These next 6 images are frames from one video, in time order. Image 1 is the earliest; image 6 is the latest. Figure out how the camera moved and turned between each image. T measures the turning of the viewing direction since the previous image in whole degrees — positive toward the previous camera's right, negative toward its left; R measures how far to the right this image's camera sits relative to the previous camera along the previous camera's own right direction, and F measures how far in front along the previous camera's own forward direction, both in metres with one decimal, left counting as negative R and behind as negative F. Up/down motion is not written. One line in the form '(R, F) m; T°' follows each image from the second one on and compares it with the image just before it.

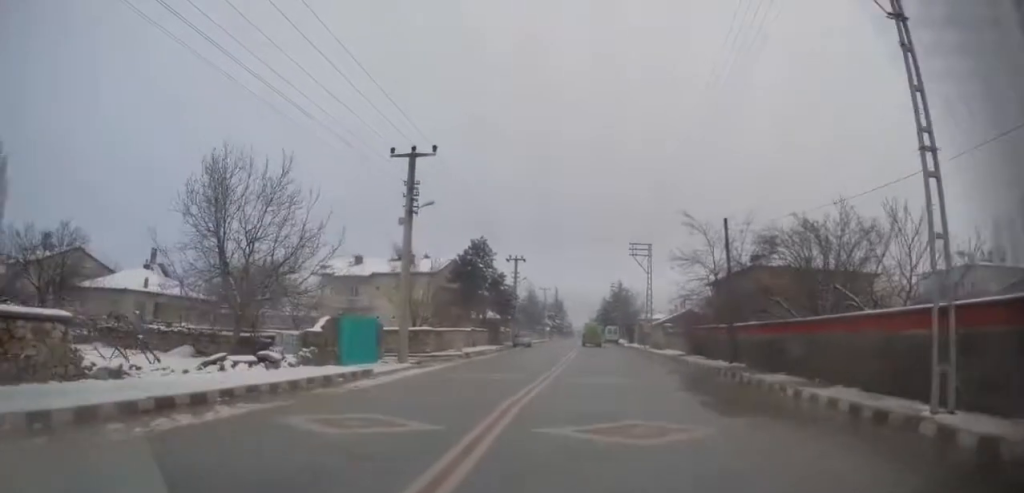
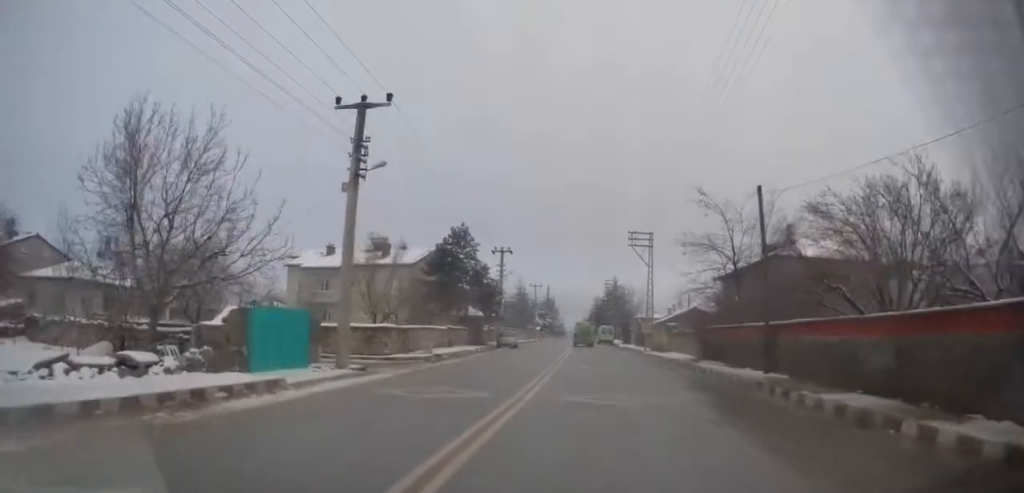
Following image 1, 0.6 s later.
(0.0, +6.2) m; 0°
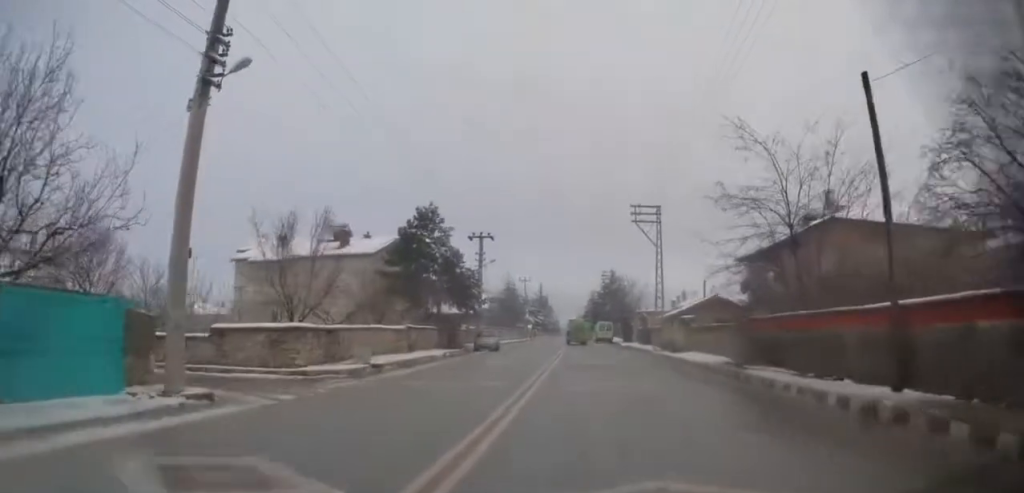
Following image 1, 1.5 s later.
(0.0, +9.0) m; 0°
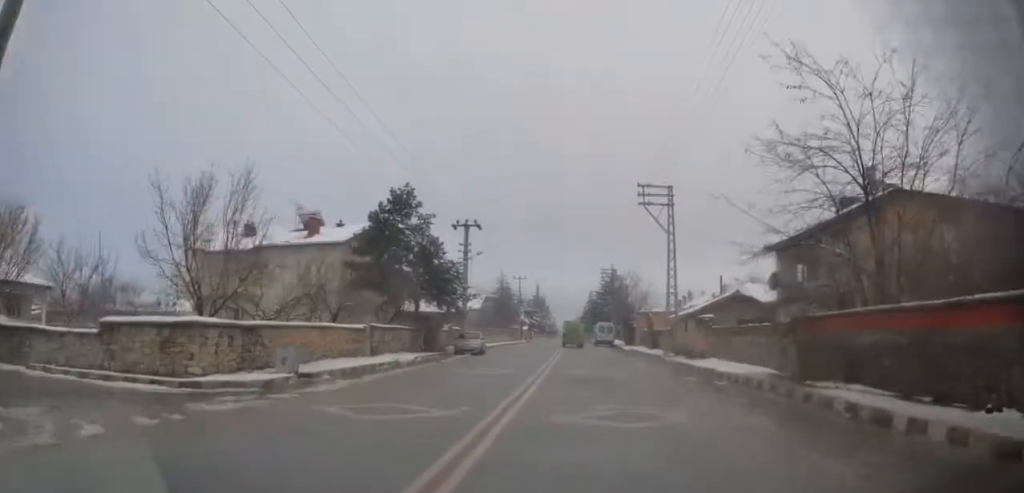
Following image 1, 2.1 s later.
(0.0, +6.3) m; -1°
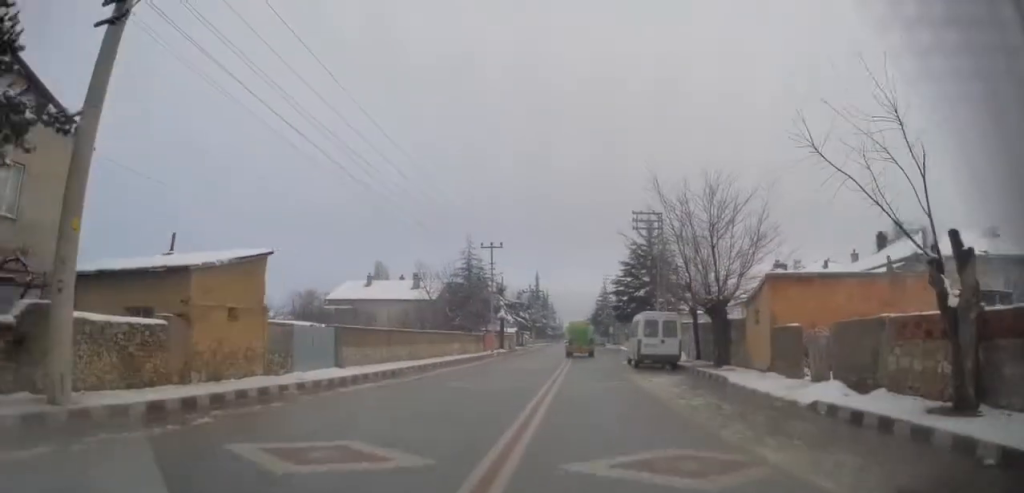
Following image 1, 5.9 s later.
(-1.4, +40.6) m; -1°
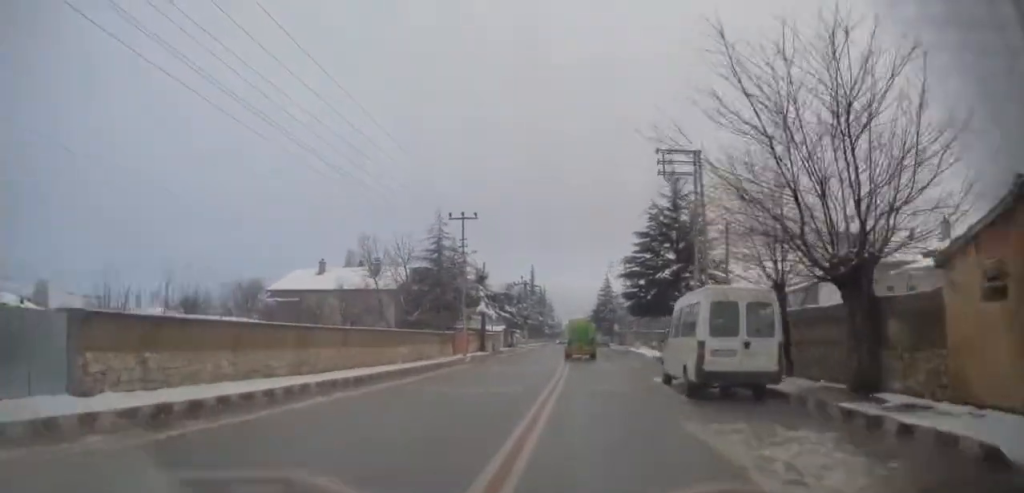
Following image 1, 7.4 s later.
(-0.1, +15.0) m; -1°
